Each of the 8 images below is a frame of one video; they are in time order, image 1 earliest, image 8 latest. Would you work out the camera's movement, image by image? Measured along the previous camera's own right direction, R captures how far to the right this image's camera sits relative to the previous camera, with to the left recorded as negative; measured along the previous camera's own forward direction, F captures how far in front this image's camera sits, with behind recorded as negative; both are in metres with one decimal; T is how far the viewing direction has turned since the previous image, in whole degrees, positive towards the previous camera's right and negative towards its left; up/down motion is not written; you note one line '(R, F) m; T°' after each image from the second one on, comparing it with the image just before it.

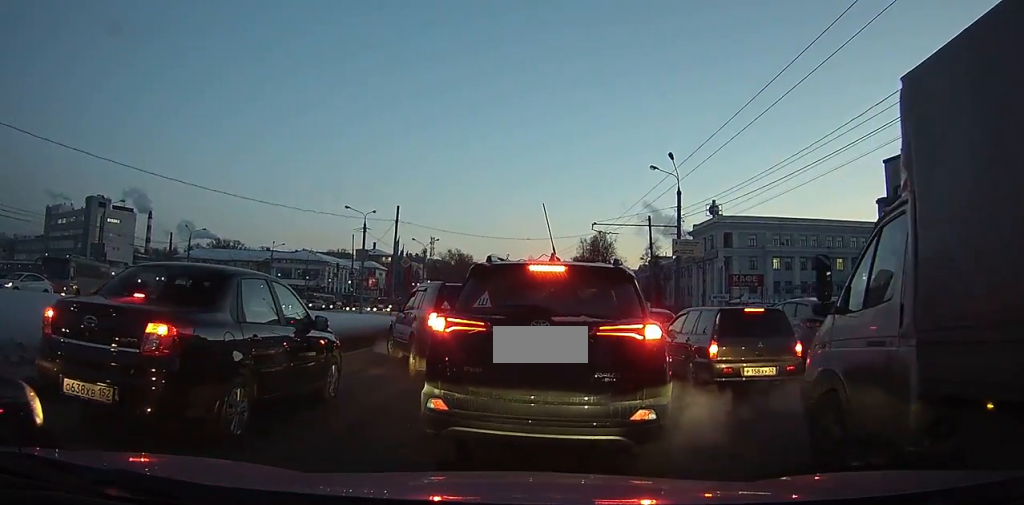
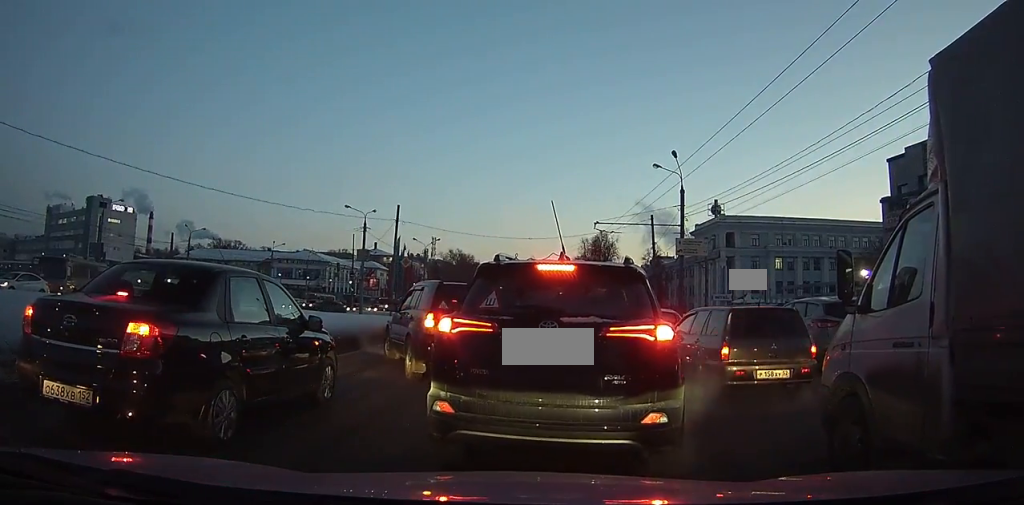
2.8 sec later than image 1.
(-0.2, +2.2) m; -5°
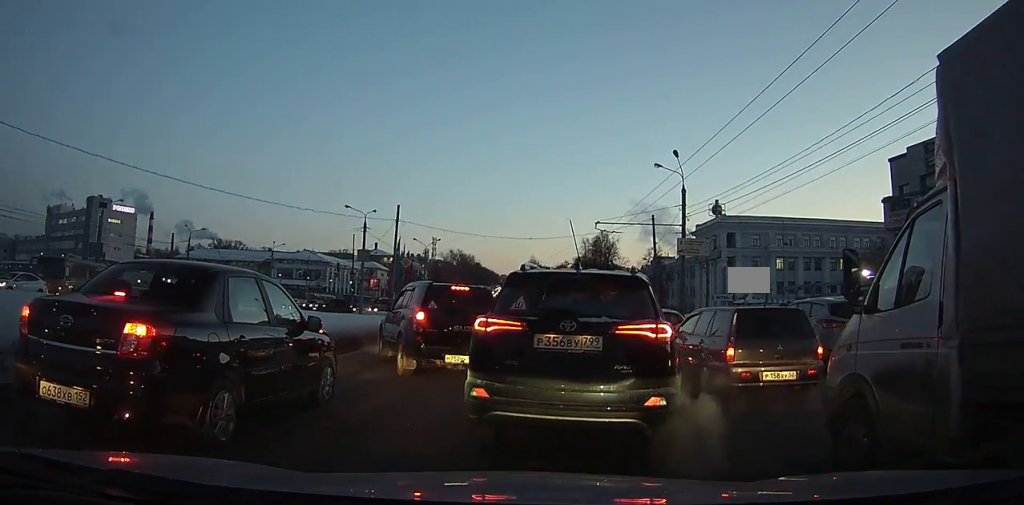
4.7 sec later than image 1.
(-0.2, +1.6) m; +3°
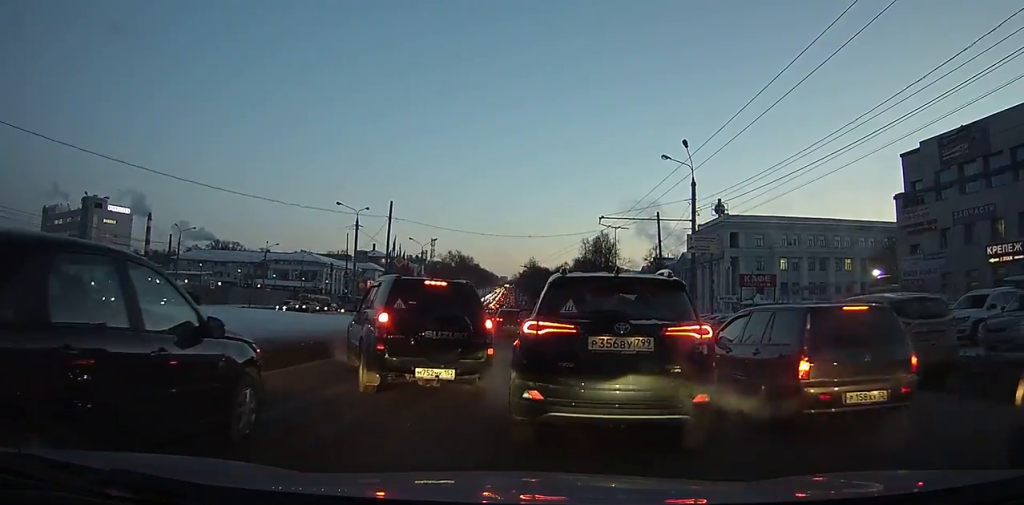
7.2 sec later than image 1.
(+0.4, +3.3) m; +7°
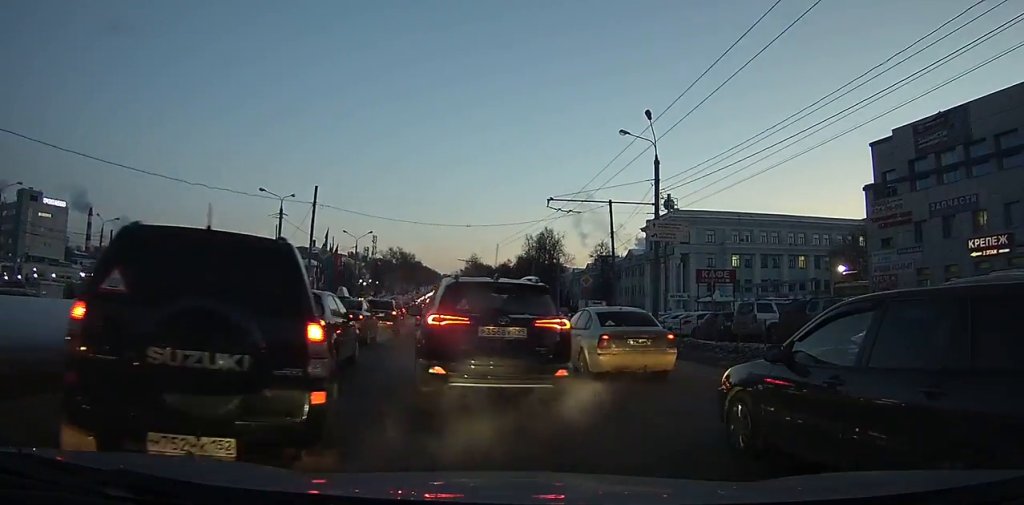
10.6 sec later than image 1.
(+0.3, +7.7) m; -2°
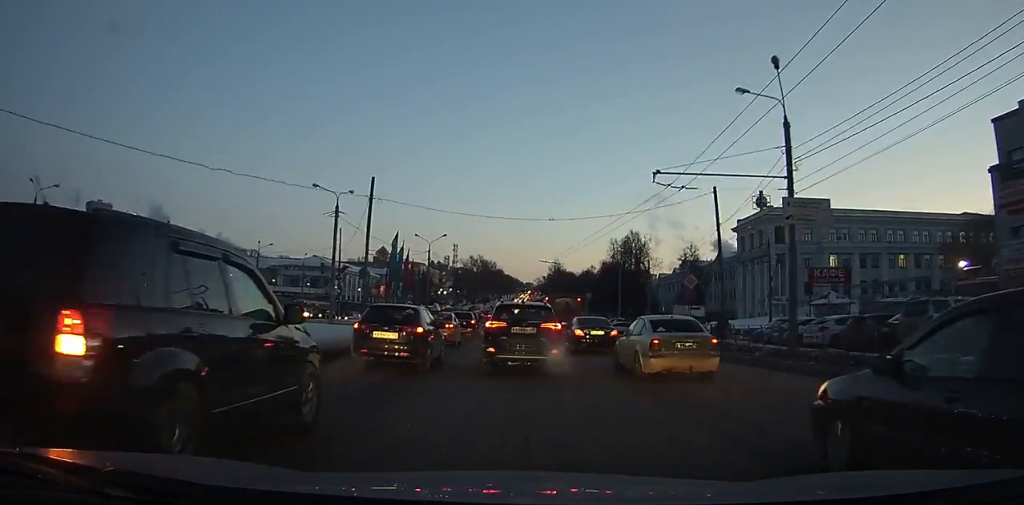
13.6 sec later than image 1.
(-0.5, +12.5) m; -4°
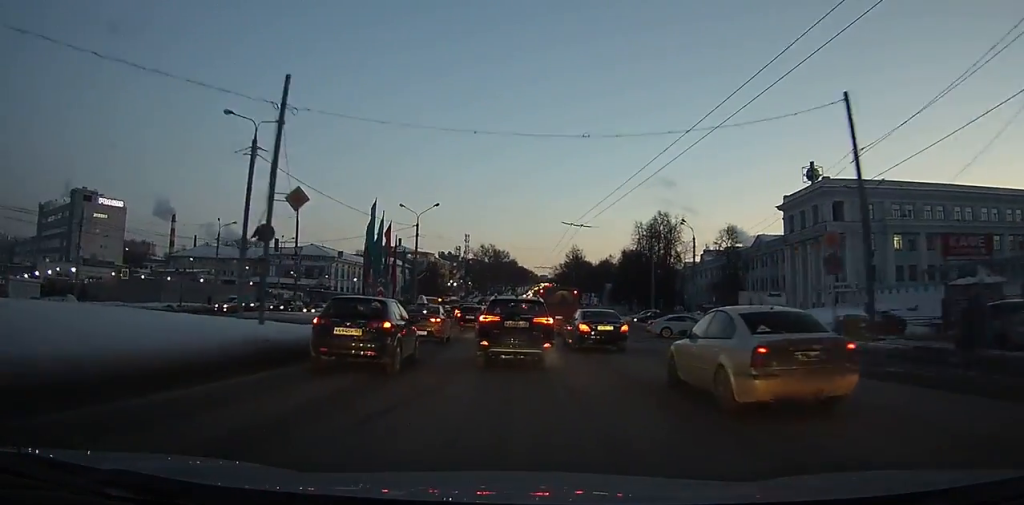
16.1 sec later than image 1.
(-0.3, +15.8) m; -2°
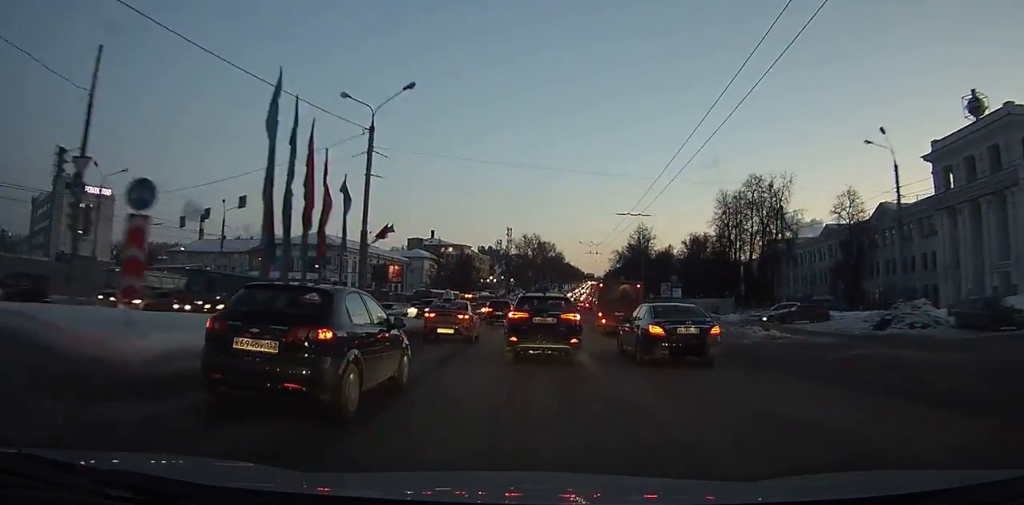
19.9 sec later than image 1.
(-0.7, +30.6) m; -2°
